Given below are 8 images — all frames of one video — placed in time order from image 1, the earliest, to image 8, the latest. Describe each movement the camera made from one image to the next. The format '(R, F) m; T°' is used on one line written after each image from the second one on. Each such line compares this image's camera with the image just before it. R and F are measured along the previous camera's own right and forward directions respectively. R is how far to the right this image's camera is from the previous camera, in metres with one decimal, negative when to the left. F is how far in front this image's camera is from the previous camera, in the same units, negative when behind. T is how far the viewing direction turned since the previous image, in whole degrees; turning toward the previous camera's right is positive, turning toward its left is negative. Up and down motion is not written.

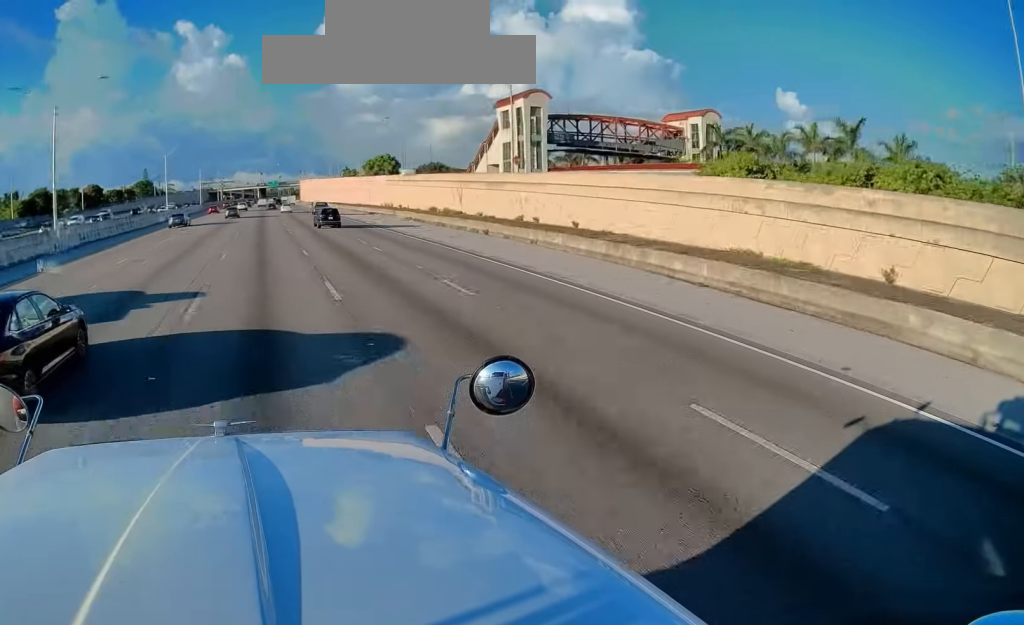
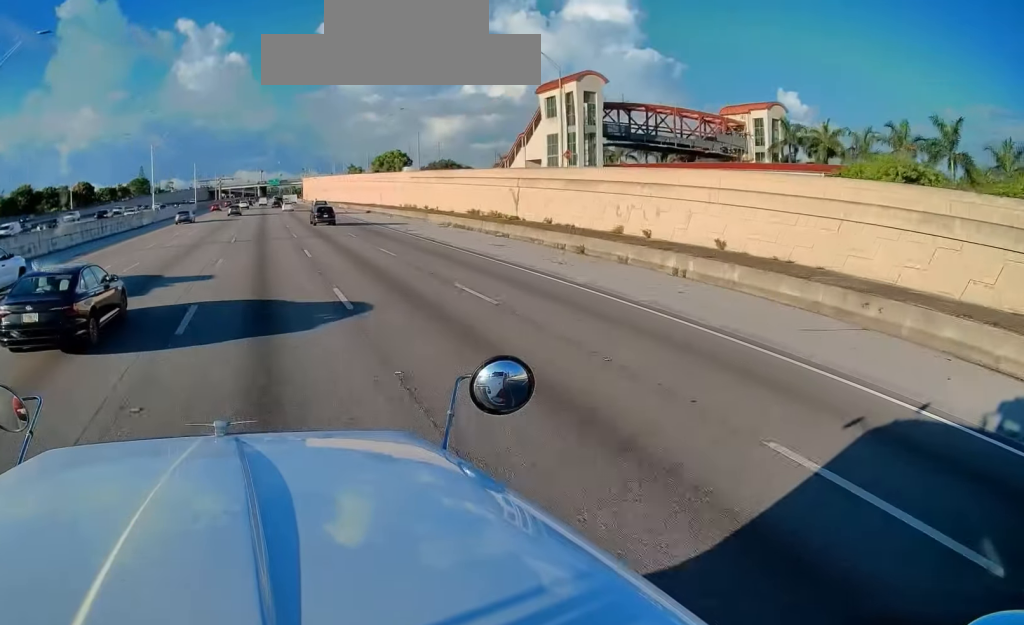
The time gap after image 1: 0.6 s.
(+0.1, +13.7) m; 0°
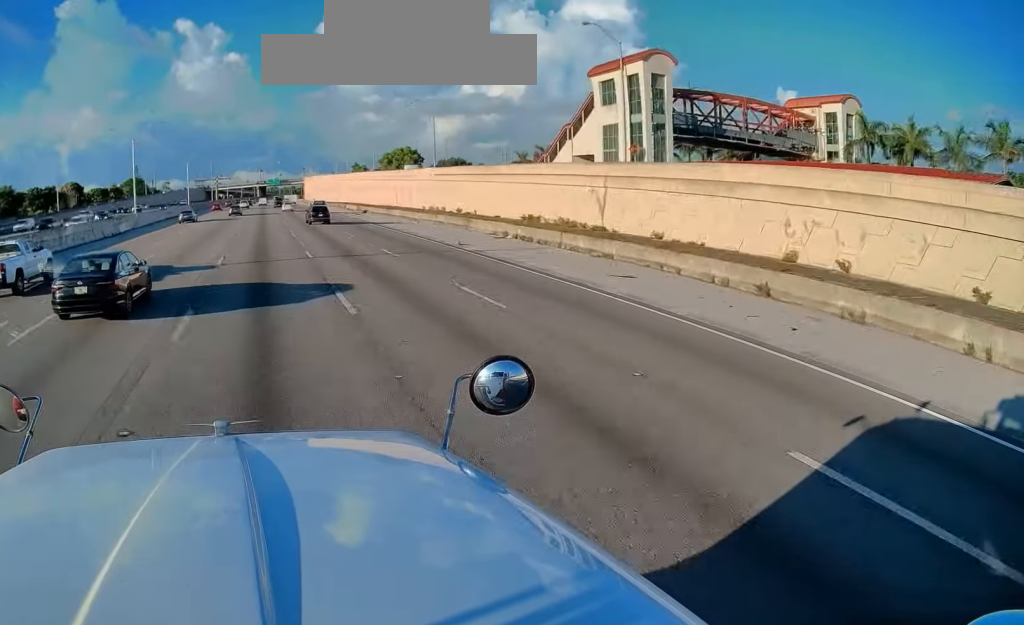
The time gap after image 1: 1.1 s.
(+0.2, +12.9) m; -1°
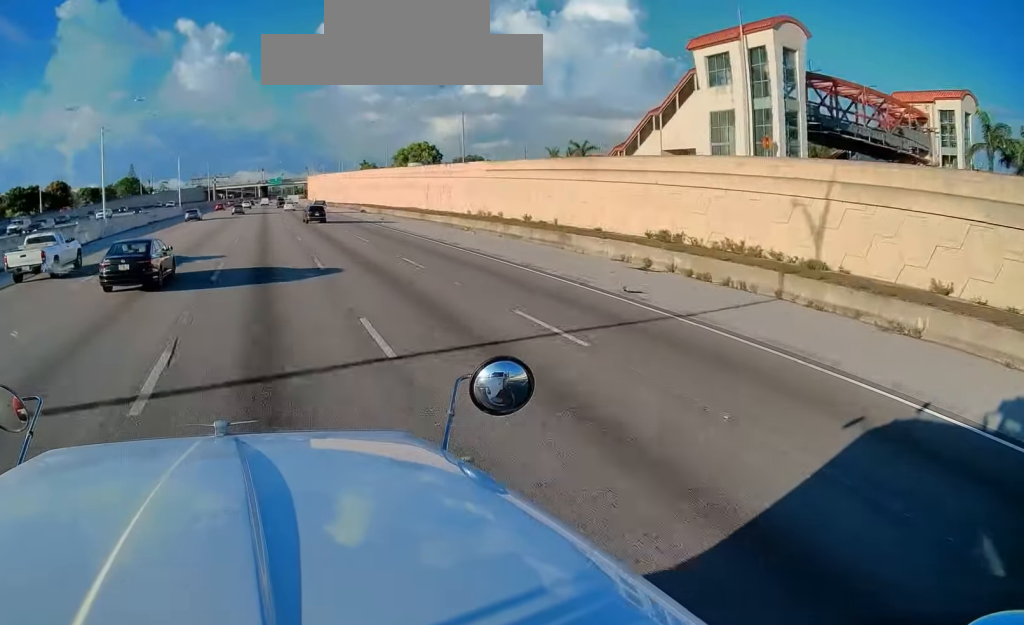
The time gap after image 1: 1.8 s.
(-0.2, +16.2) m; -1°
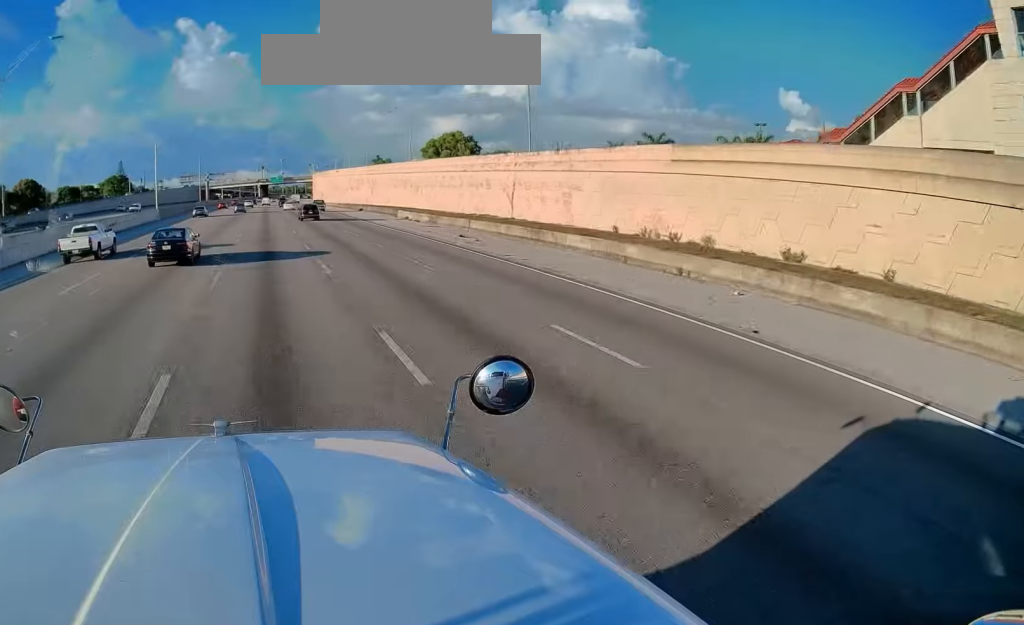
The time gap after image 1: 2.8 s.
(-0.3, +26.1) m; 0°
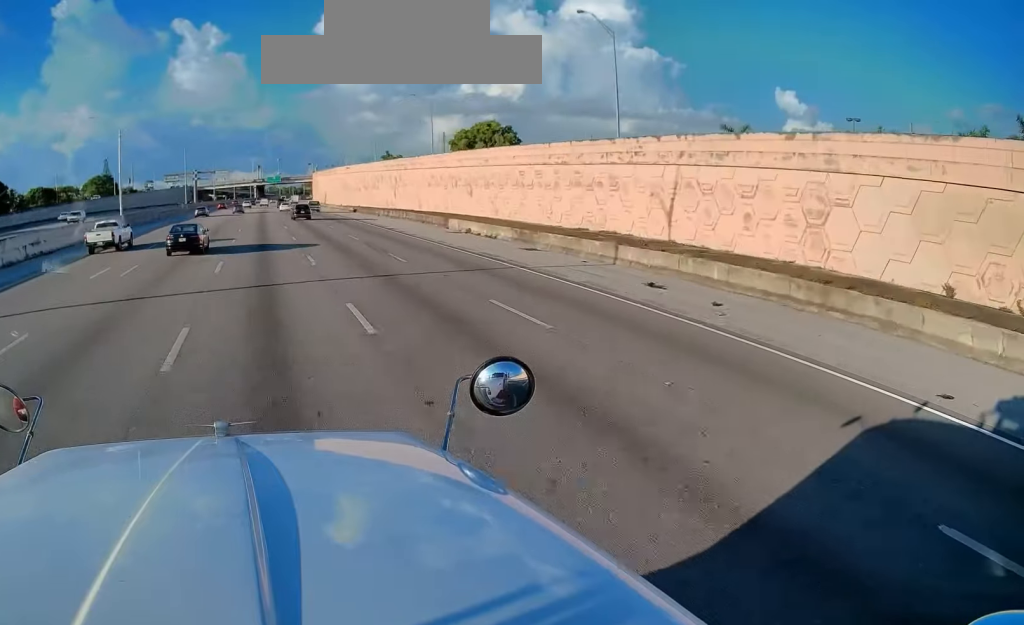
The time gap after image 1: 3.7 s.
(+0.1, +21.4) m; 0°
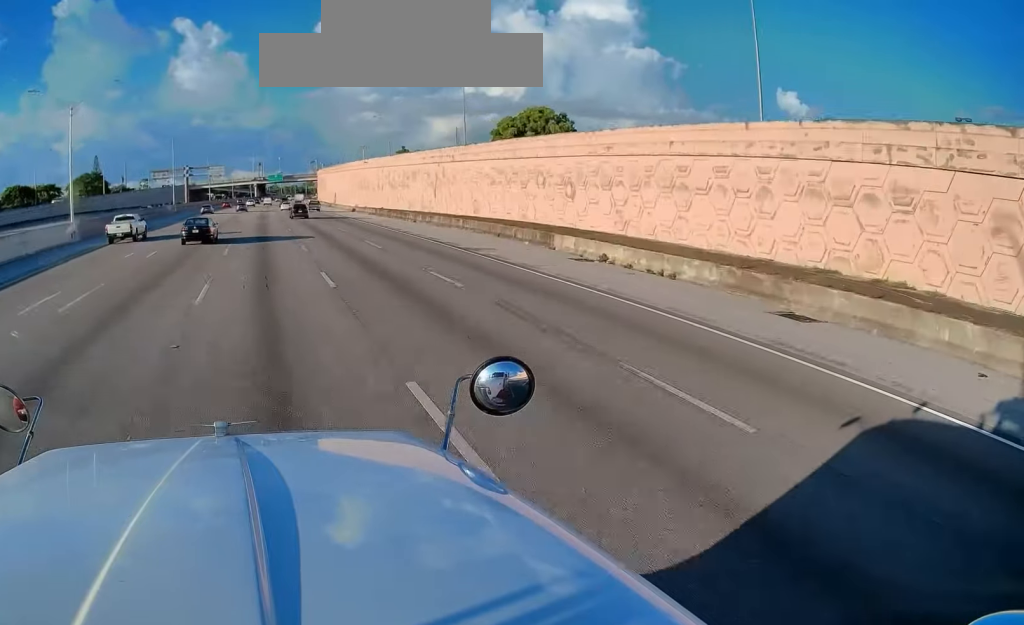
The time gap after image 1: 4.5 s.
(-0.2, +19.0) m; 0°
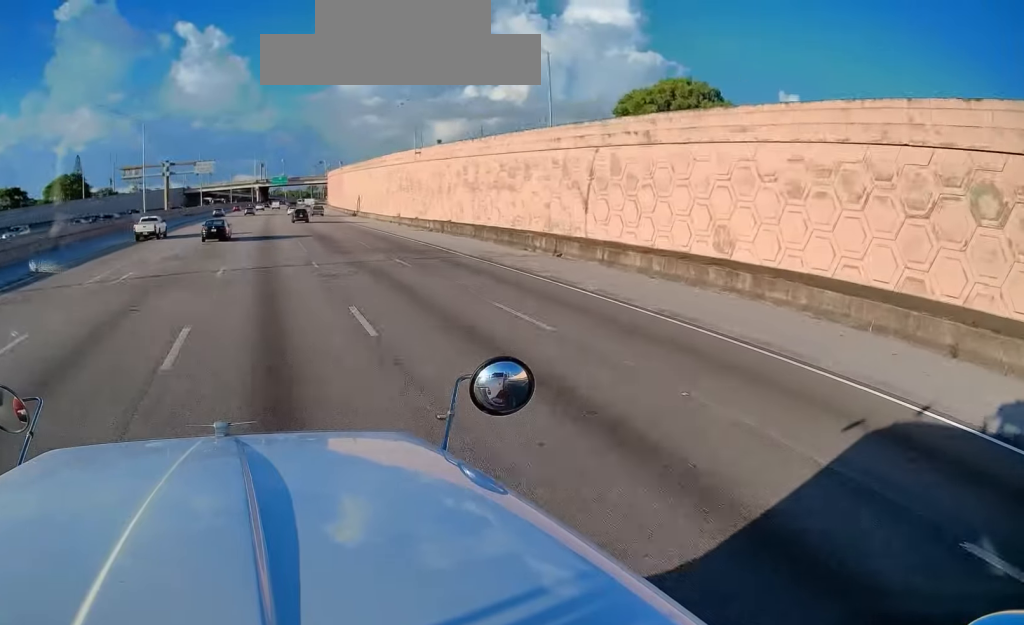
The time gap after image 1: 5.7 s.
(+0.2, +30.5) m; 0°
